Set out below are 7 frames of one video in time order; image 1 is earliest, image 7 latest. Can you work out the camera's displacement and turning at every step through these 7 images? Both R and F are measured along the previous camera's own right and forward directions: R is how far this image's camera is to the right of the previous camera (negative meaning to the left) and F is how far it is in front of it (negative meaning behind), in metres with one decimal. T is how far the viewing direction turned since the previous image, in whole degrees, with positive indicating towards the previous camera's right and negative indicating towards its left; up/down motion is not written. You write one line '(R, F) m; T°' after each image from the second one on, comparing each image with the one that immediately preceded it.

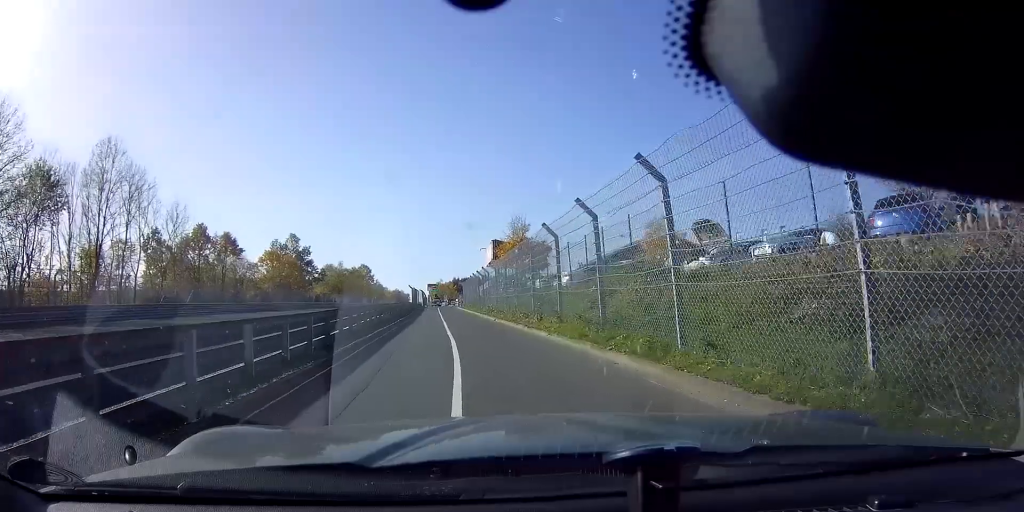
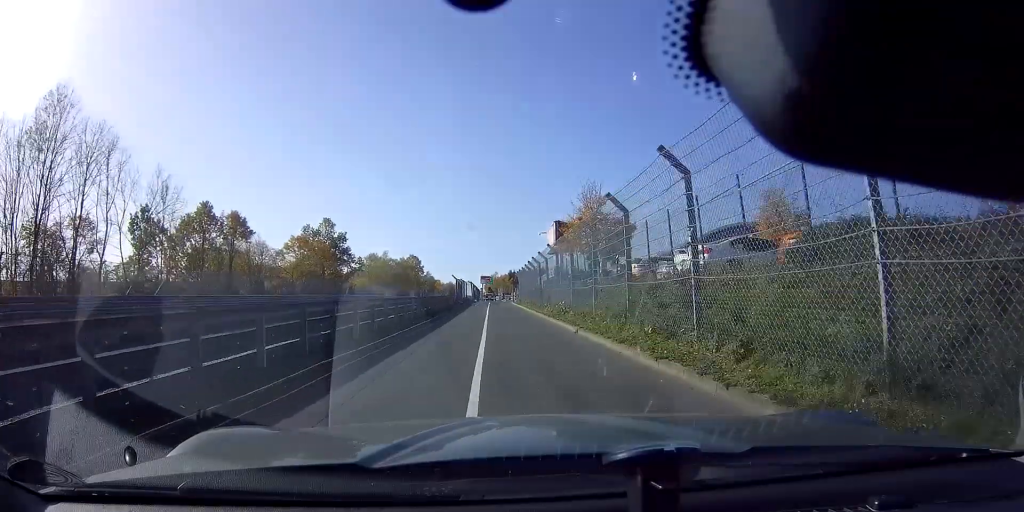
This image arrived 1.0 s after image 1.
(-0.6, +11.9) m; -3°
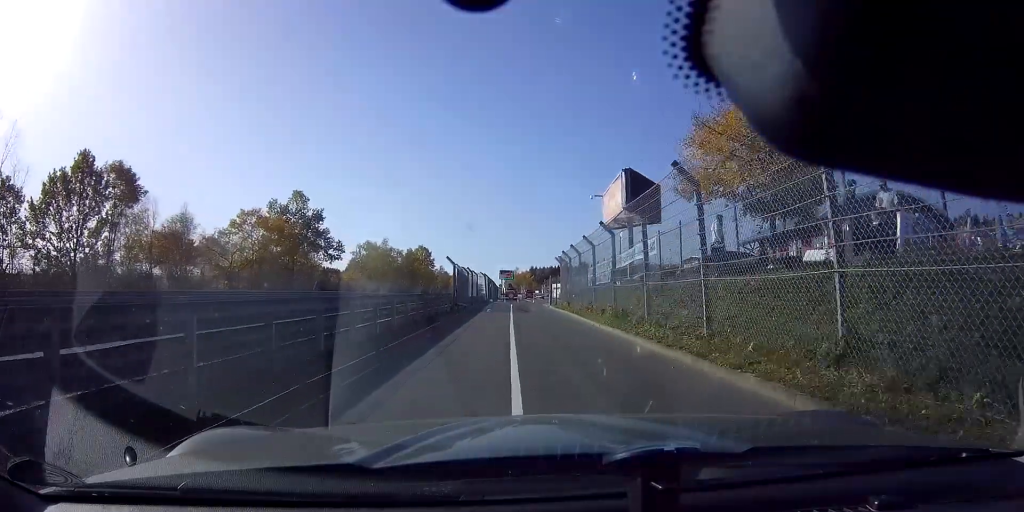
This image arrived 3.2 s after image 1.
(-0.3, +22.6) m; -2°
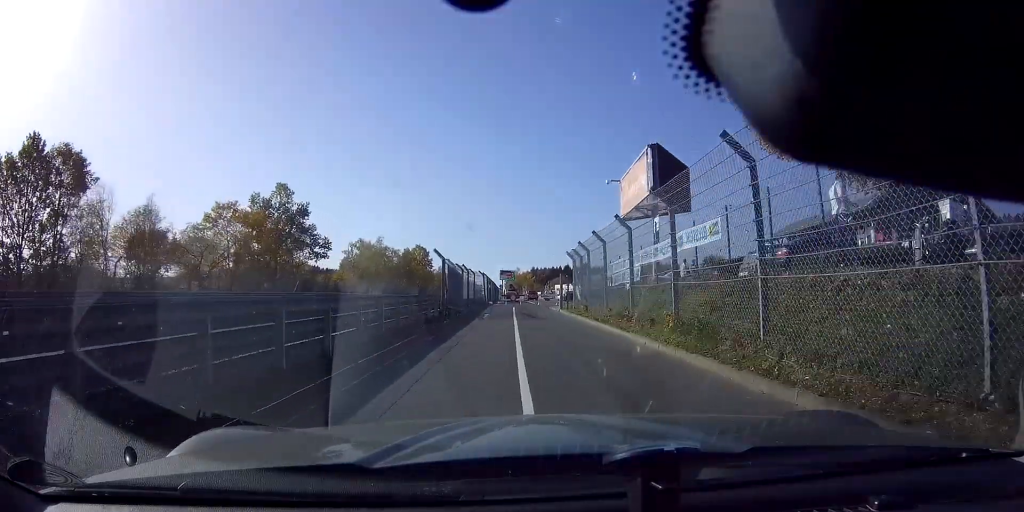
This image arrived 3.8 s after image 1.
(+0.1, +5.7) m; 0°
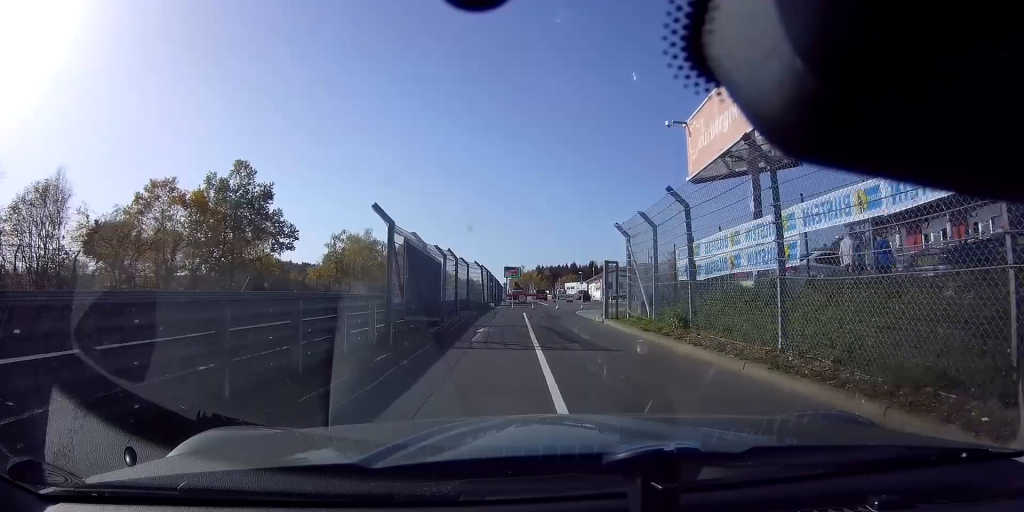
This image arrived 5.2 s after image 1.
(0.0, +11.7) m; -3°
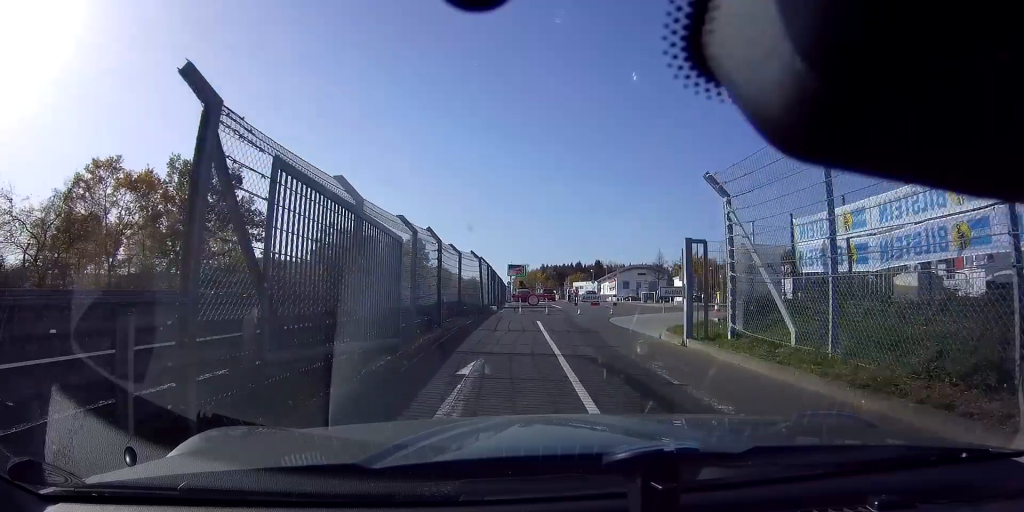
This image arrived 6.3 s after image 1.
(-0.3, +7.7) m; +1°
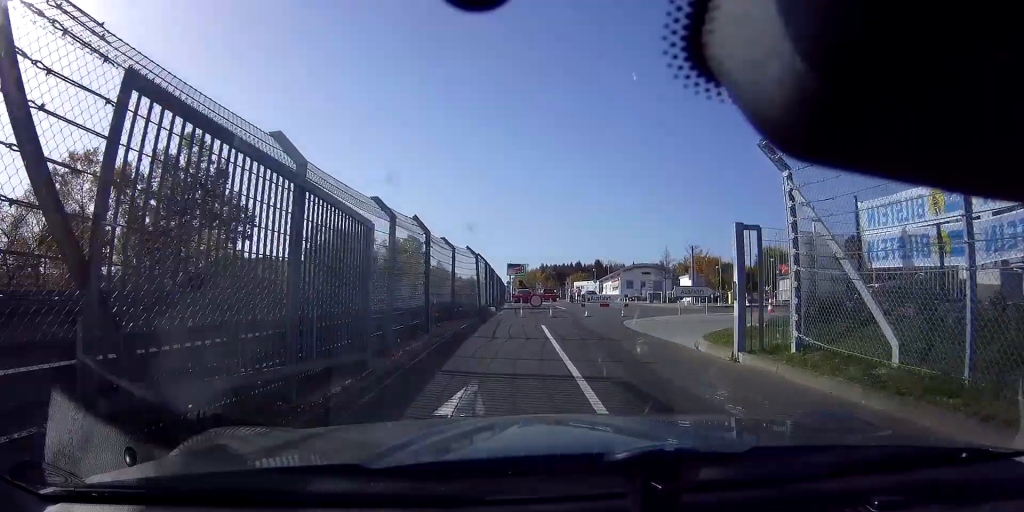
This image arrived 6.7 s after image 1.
(+0.2, +2.2) m; +3°
